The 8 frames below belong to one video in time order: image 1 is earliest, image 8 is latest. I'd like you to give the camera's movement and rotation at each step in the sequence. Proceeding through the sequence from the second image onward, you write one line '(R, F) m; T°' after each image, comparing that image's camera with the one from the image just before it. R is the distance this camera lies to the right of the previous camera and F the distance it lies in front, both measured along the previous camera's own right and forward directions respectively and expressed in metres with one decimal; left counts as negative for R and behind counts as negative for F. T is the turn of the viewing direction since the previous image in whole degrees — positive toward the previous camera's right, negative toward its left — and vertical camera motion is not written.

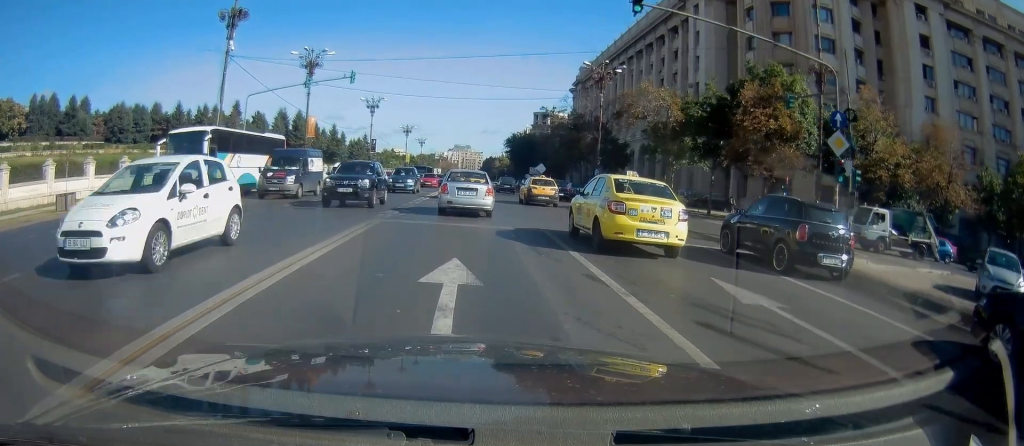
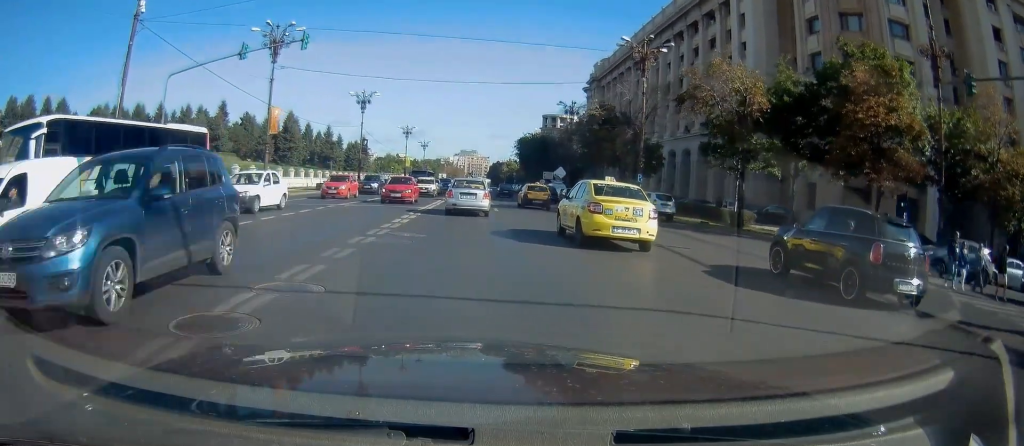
(-0.1, +12.0) m; 0°
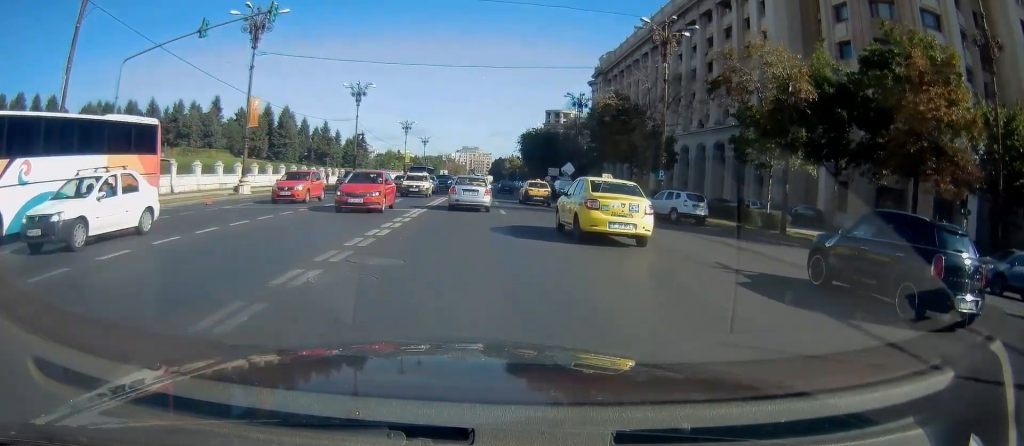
(0.0, +4.4) m; 0°
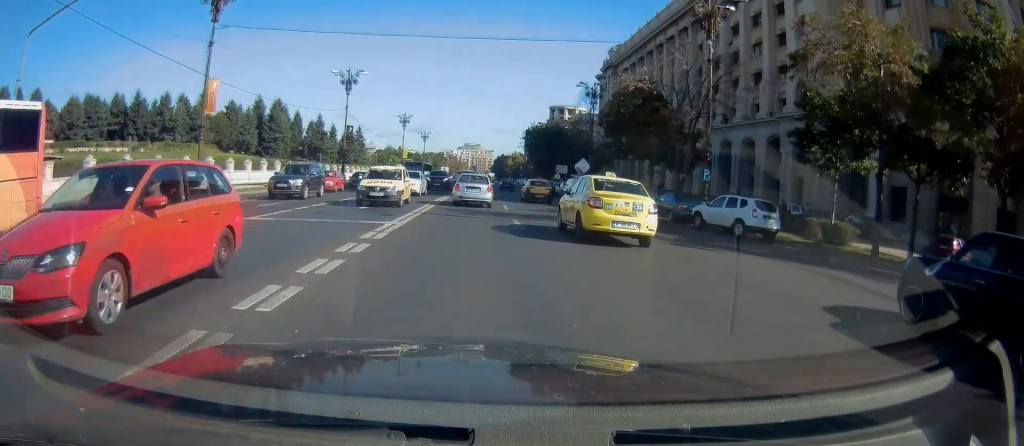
(0.0, +6.6) m; -1°
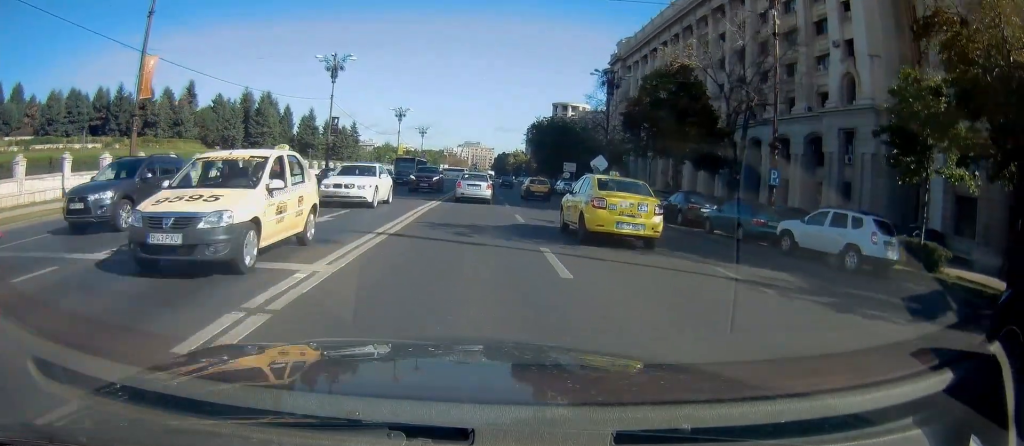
(-0.1, +7.0) m; 0°
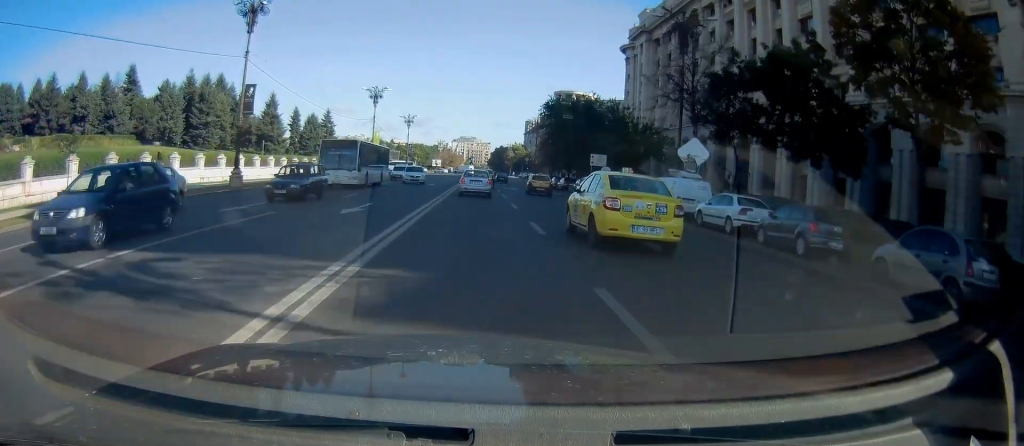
(+0.2, +21.7) m; 0°
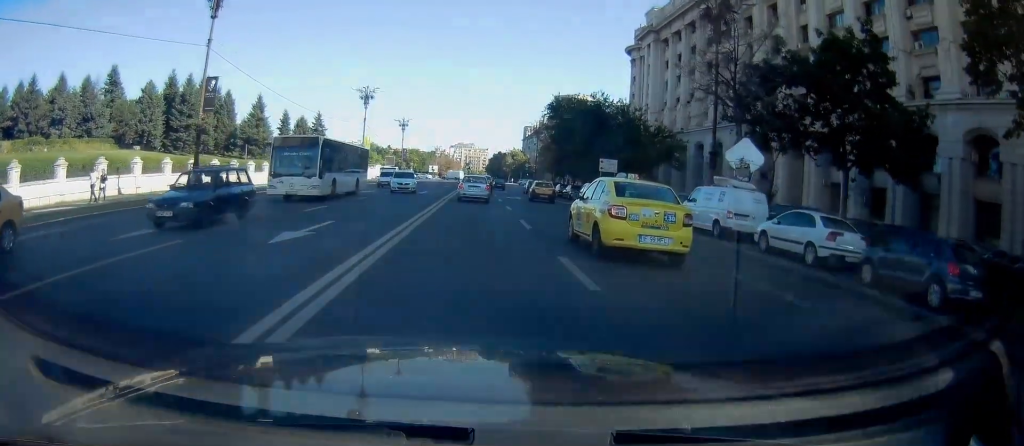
(-0.1, +5.5) m; 0°
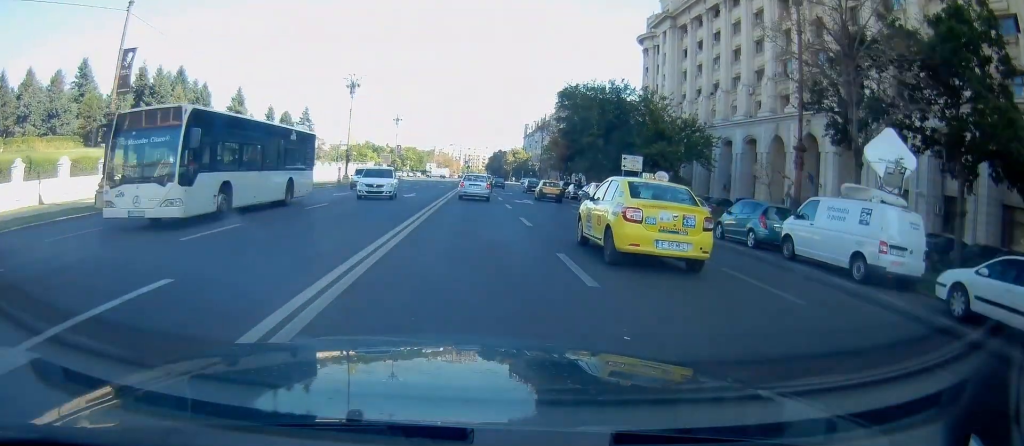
(0.0, +8.4) m; 0°
